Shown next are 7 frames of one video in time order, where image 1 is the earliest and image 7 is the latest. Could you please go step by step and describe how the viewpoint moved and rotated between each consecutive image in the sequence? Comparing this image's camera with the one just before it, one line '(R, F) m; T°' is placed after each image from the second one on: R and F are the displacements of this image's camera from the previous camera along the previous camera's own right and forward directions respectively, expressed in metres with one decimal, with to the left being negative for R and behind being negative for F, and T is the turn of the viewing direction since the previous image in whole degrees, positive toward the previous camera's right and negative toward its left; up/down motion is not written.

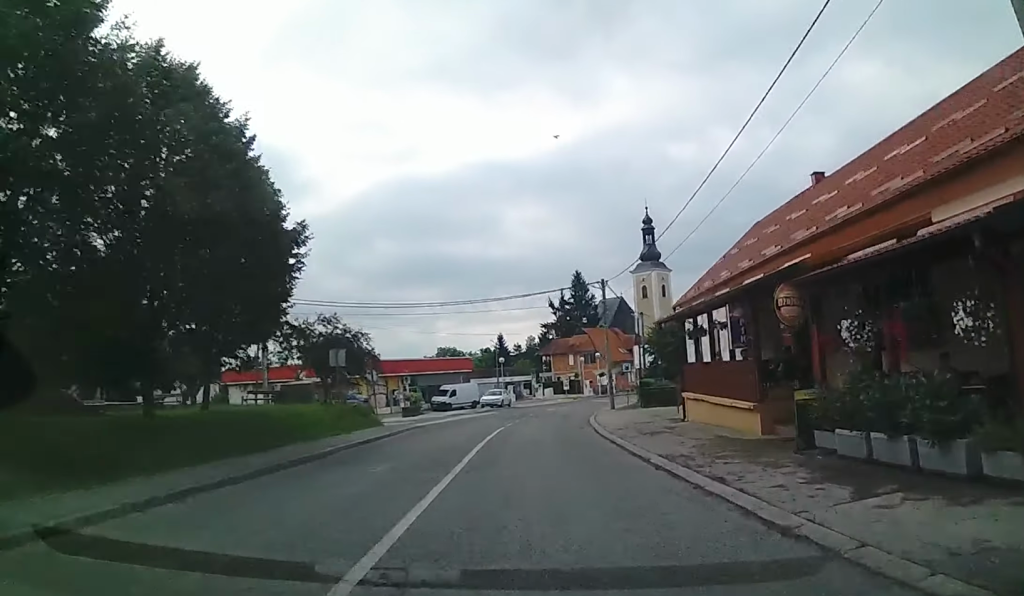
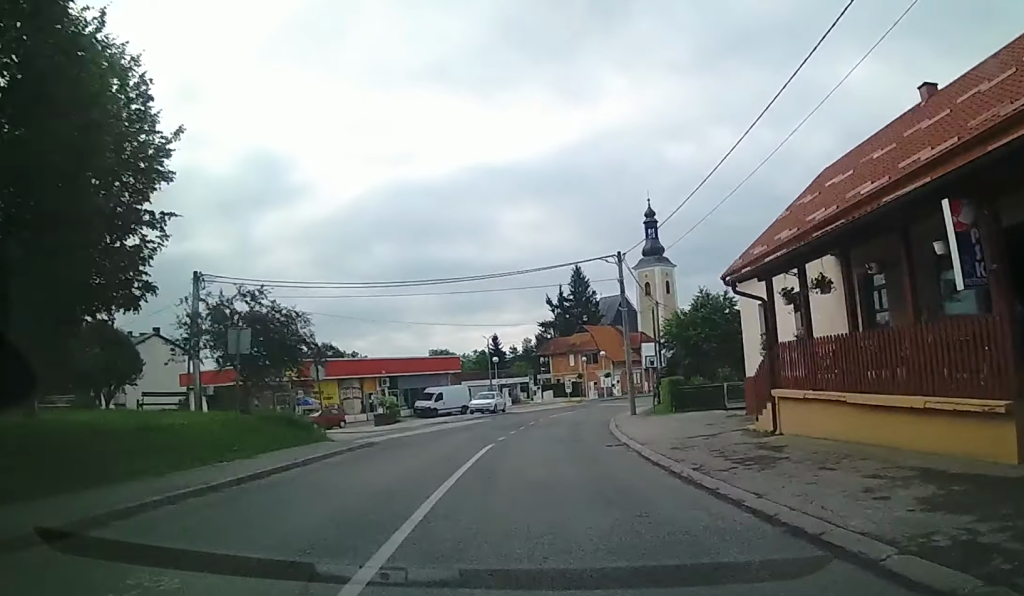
(-0.1, +8.4) m; +1°
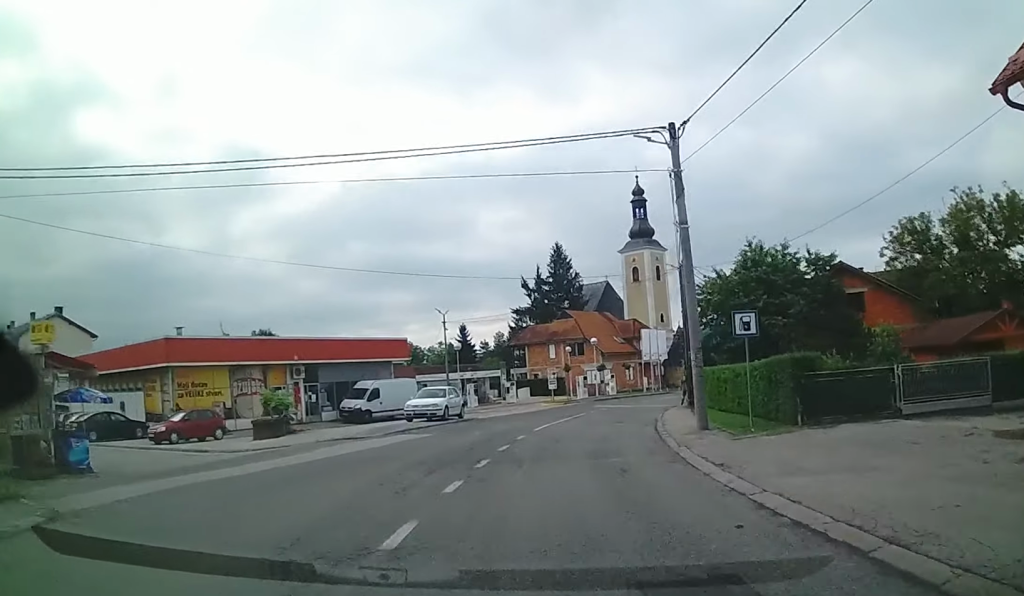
(+0.2, +16.1) m; +5°
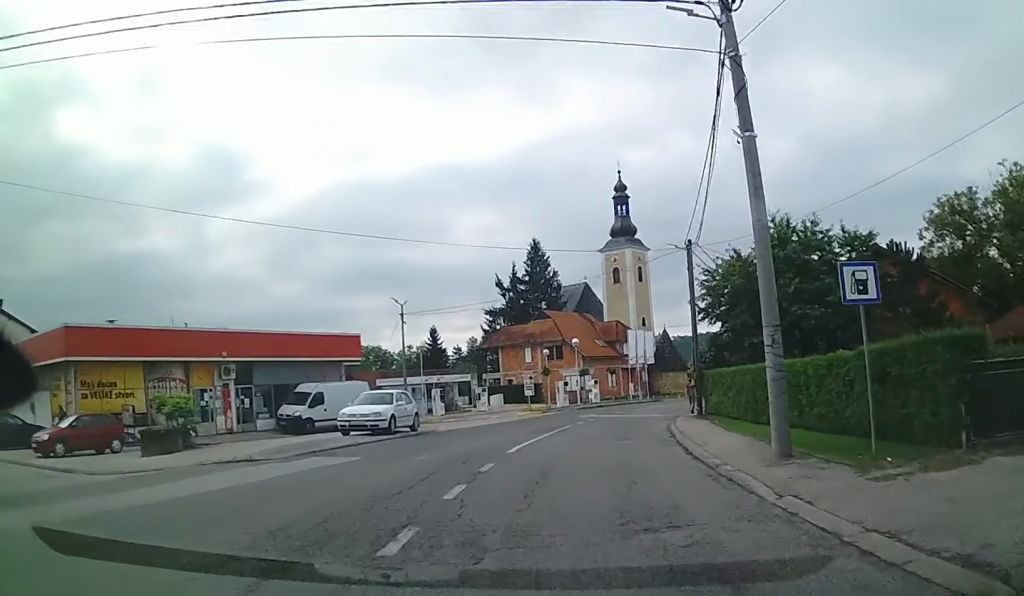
(0.0, +6.7) m; +3°
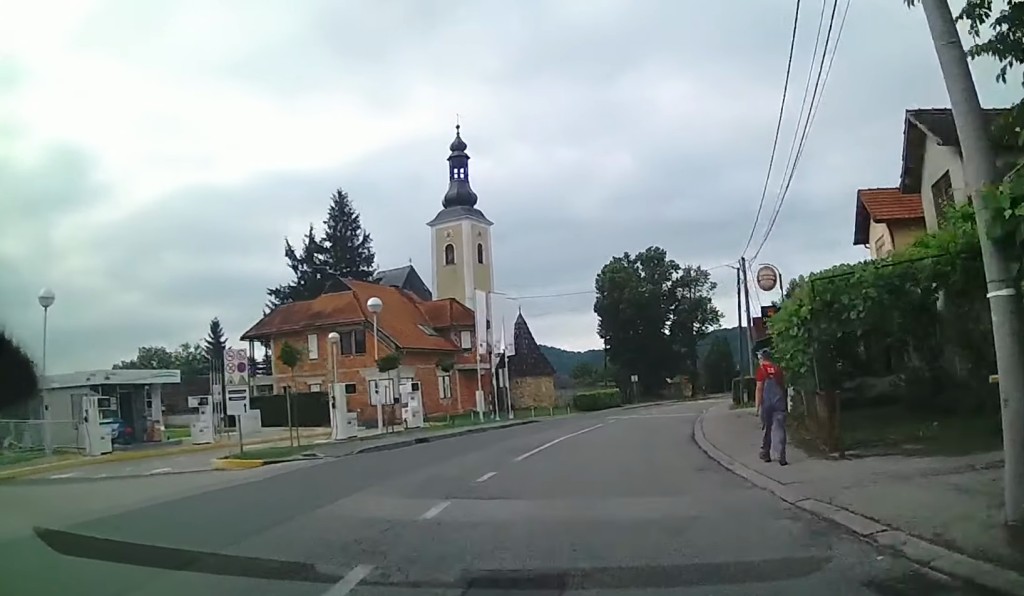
(+3.1, +27.4) m; +13°
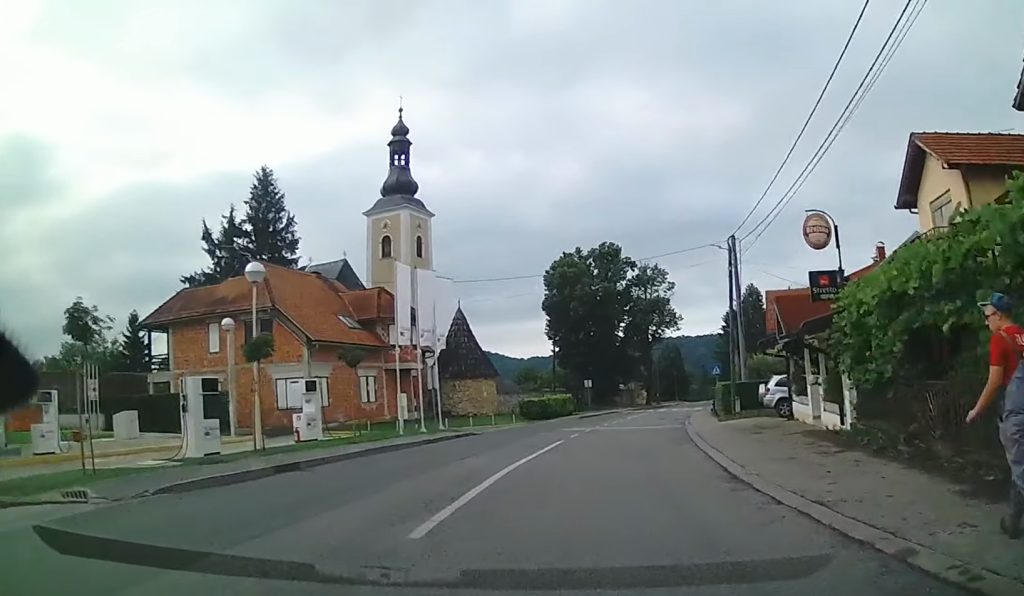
(0.0, +7.7) m; +6°
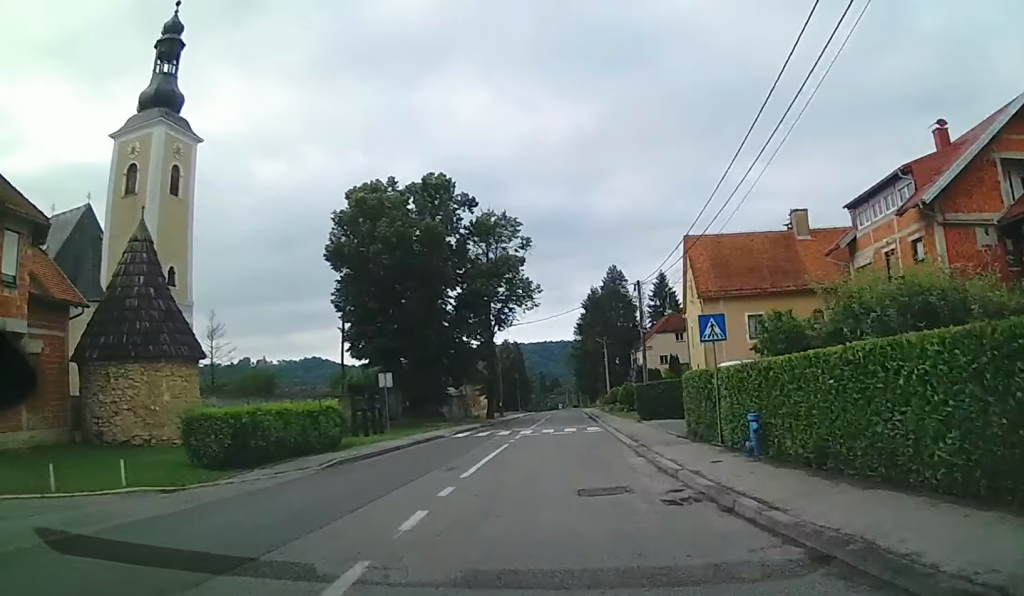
(+3.8, +27.0) m; +13°
